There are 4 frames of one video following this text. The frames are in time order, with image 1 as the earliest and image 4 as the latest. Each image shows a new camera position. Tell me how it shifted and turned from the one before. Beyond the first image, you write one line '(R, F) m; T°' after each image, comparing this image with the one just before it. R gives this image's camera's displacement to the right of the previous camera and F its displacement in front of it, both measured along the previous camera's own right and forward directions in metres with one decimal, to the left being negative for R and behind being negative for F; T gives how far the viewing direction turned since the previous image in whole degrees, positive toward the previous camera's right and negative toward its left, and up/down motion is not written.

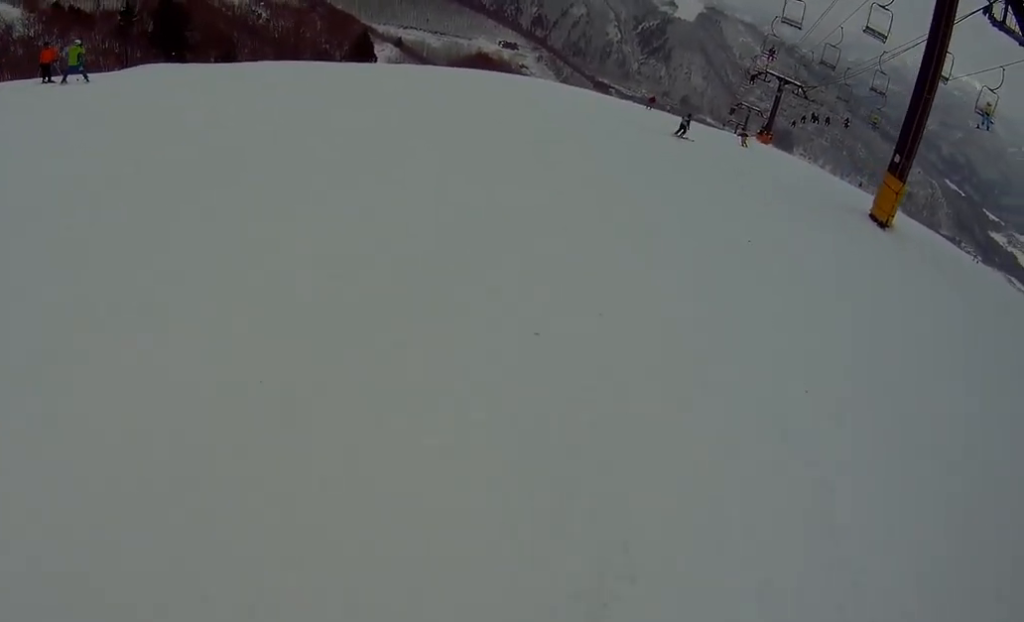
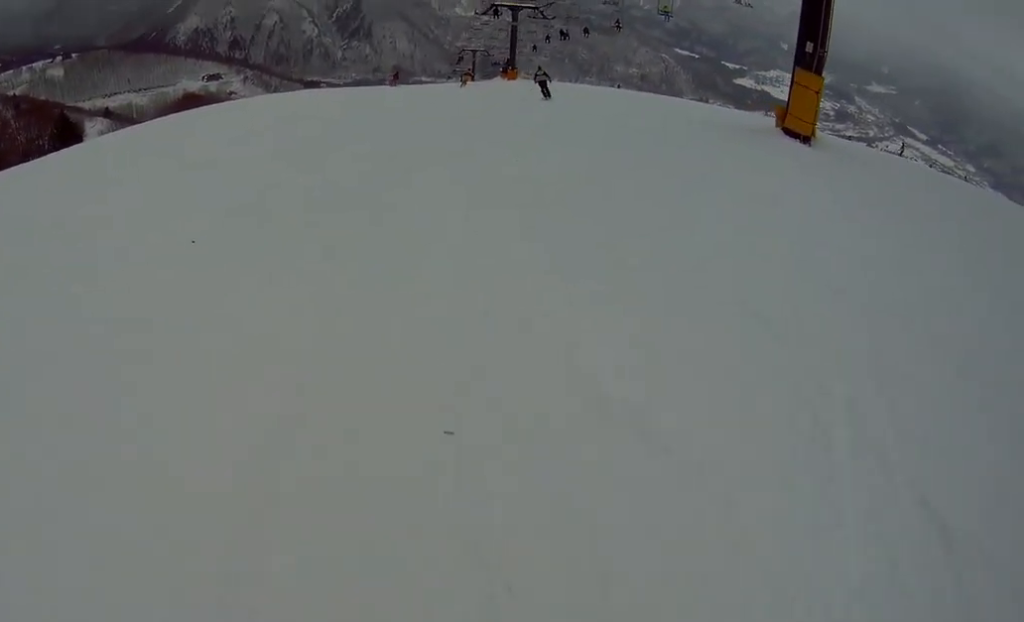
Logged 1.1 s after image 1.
(+2.4, +8.7) m; +18°
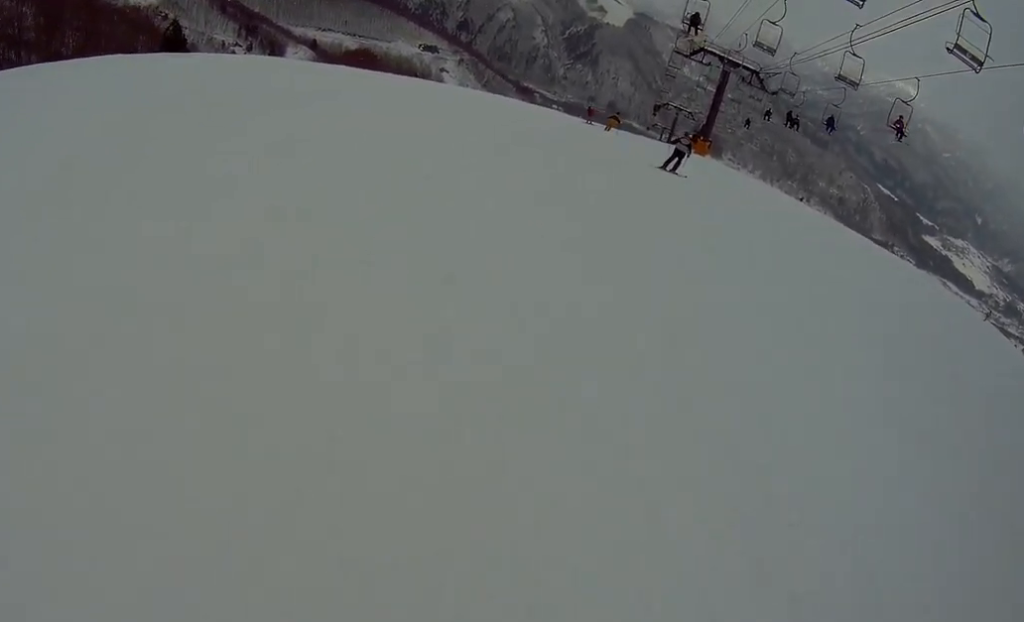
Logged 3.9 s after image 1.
(-2.0, +20.1) m; -17°
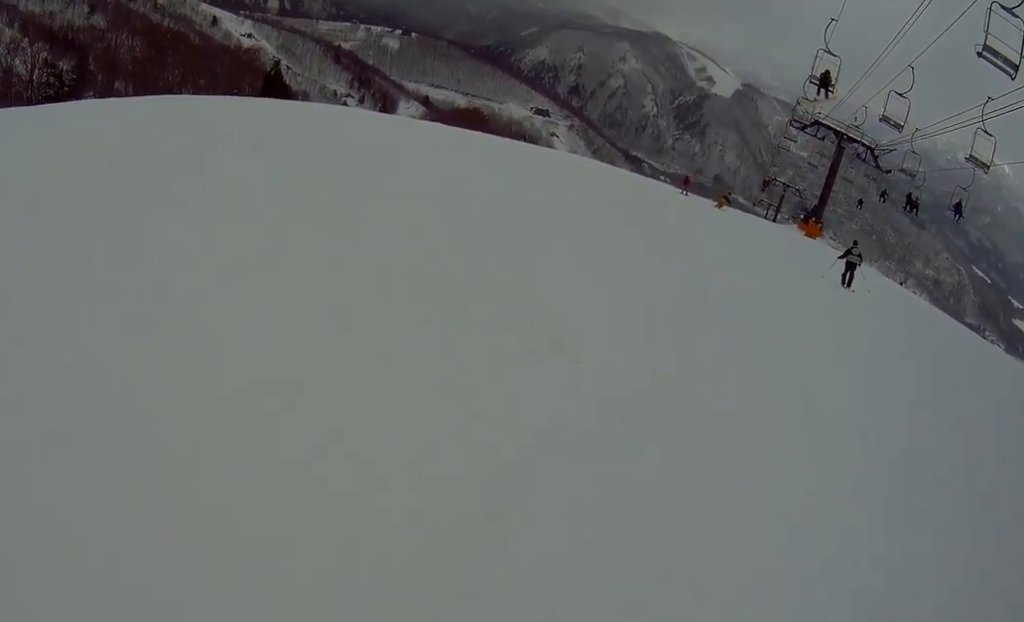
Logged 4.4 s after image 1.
(-0.2, +3.2) m; -3°
